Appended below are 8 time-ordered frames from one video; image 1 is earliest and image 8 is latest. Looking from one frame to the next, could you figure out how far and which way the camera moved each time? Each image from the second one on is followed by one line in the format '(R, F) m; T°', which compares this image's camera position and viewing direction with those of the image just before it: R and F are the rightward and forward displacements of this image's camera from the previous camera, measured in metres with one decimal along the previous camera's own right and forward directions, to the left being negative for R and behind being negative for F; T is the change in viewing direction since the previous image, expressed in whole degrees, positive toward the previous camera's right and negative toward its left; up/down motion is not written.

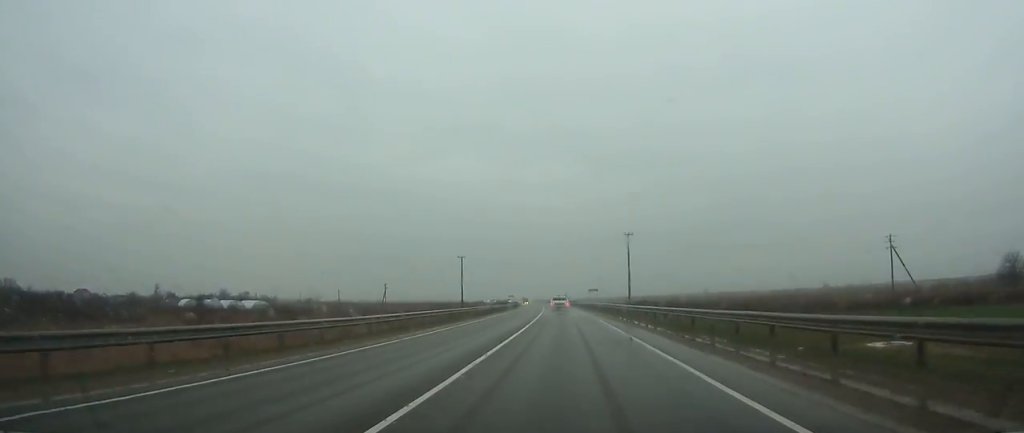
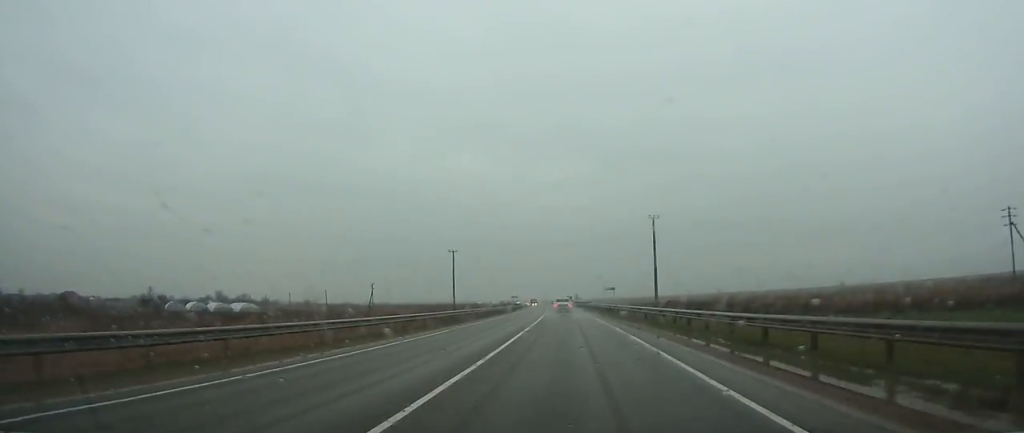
(-0.1, +20.5) m; 0°
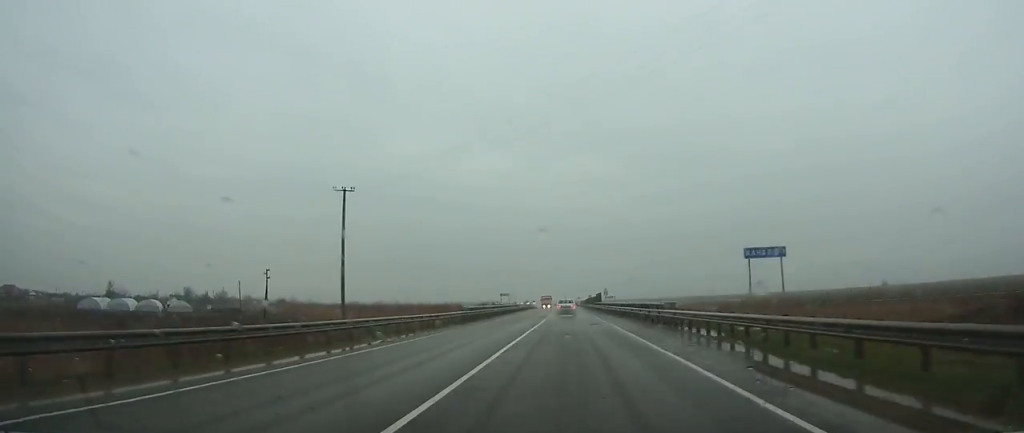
(-0.6, +66.3) m; -1°
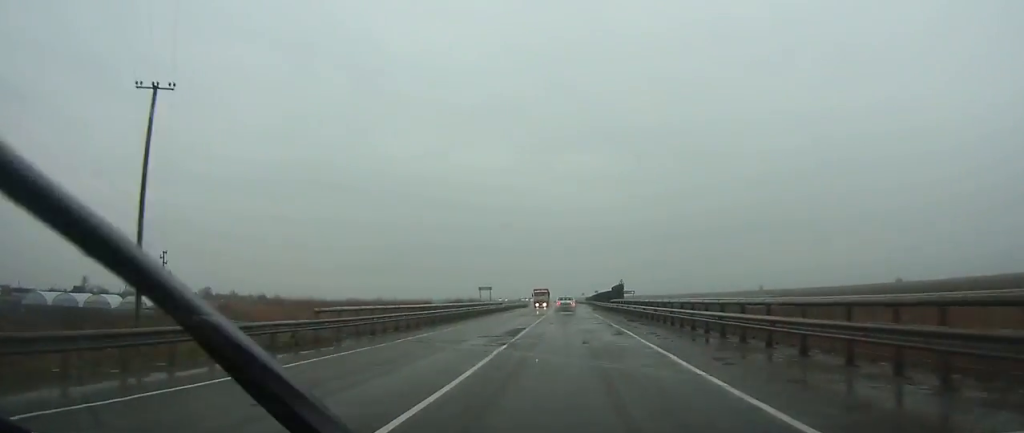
(-0.2, +28.1) m; 0°
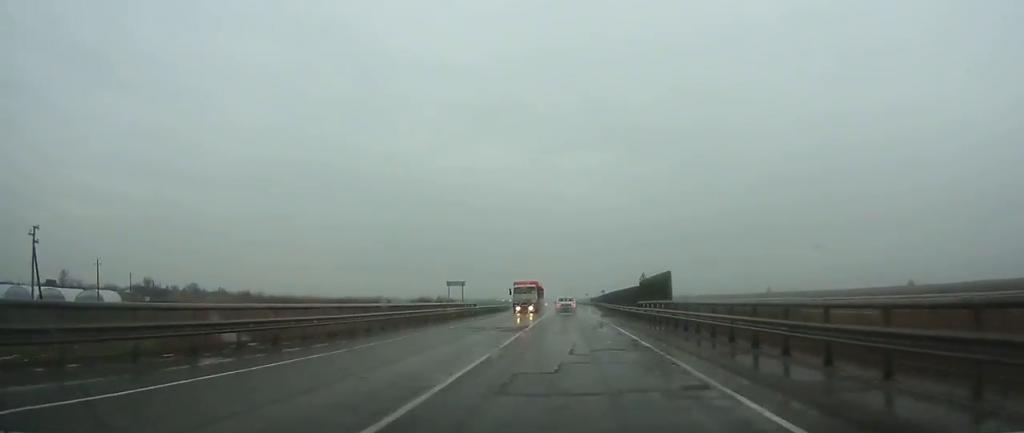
(-0.1, +21.8) m; 0°
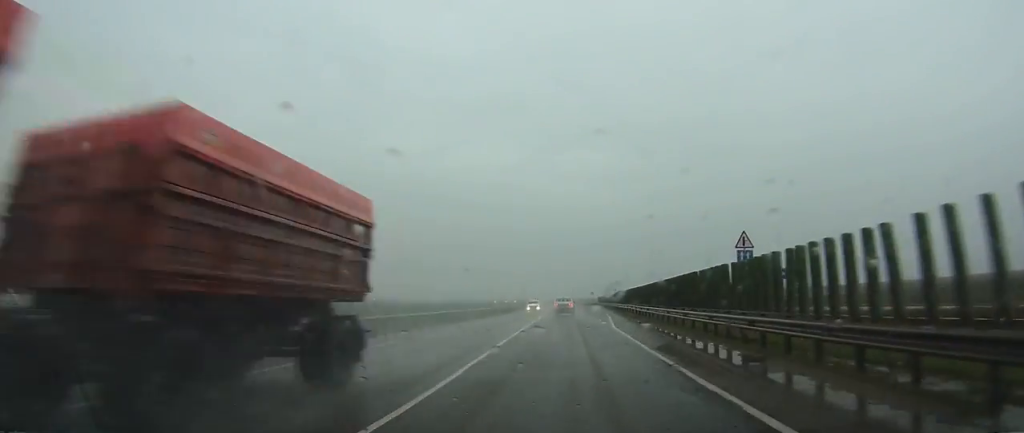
(0.0, +34.0) m; -1°
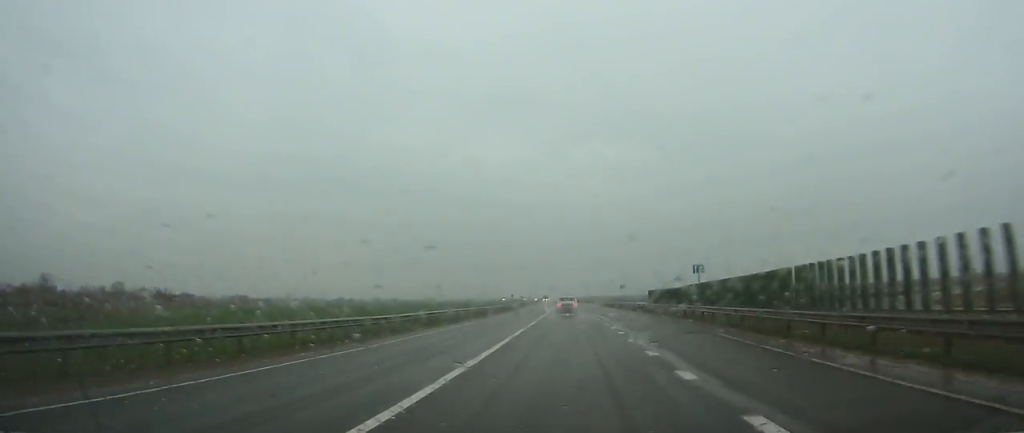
(-0.9, +64.0) m; -1°
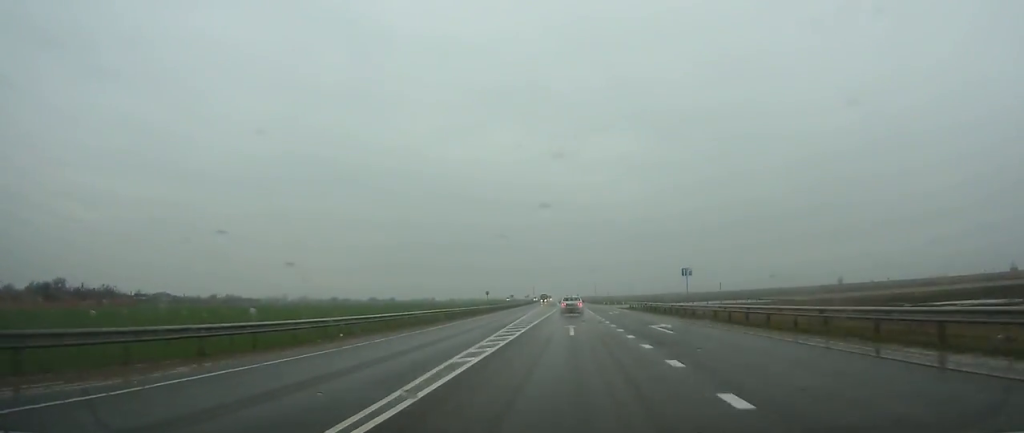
(-0.3, +53.9) m; 0°
